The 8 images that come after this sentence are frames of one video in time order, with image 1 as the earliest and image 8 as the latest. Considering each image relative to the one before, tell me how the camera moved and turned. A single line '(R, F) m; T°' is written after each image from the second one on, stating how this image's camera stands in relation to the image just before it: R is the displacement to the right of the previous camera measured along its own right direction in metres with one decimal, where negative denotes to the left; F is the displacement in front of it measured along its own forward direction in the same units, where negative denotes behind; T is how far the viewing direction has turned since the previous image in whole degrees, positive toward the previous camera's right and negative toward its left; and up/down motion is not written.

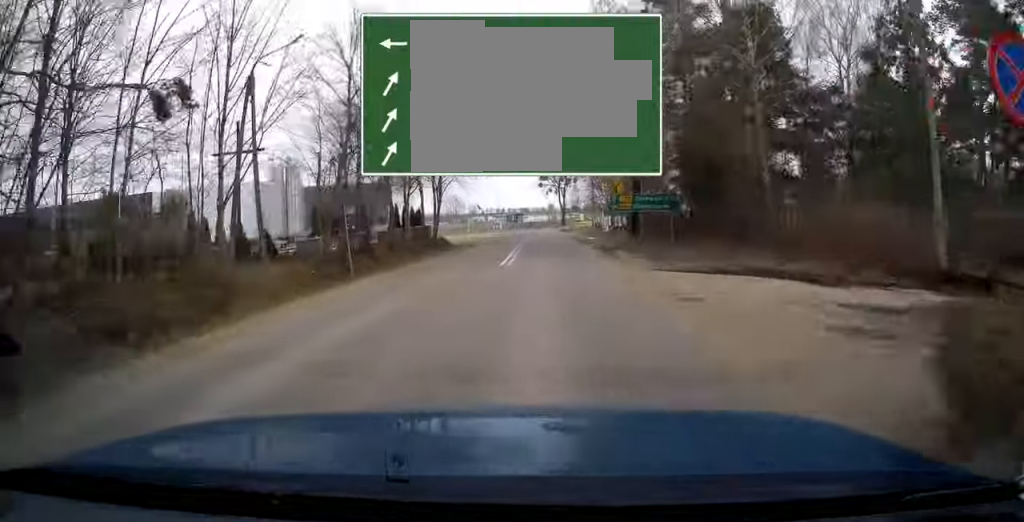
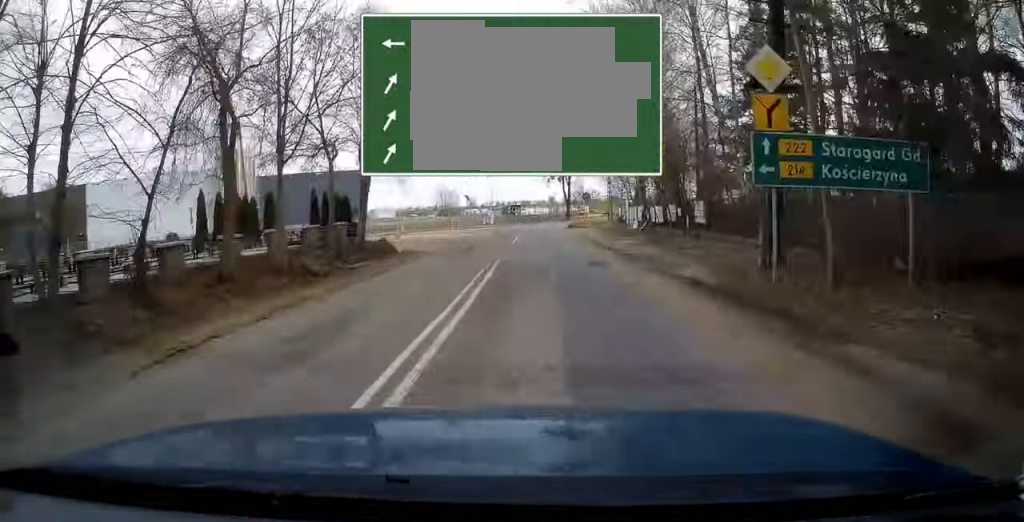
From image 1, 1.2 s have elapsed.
(+0.1, +15.7) m; 0°
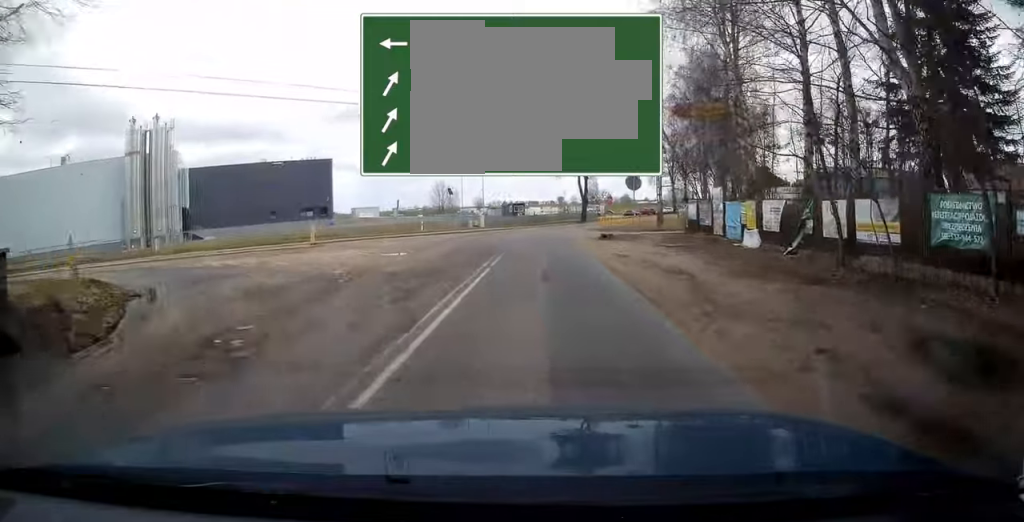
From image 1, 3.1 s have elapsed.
(0.0, +21.5) m; +1°
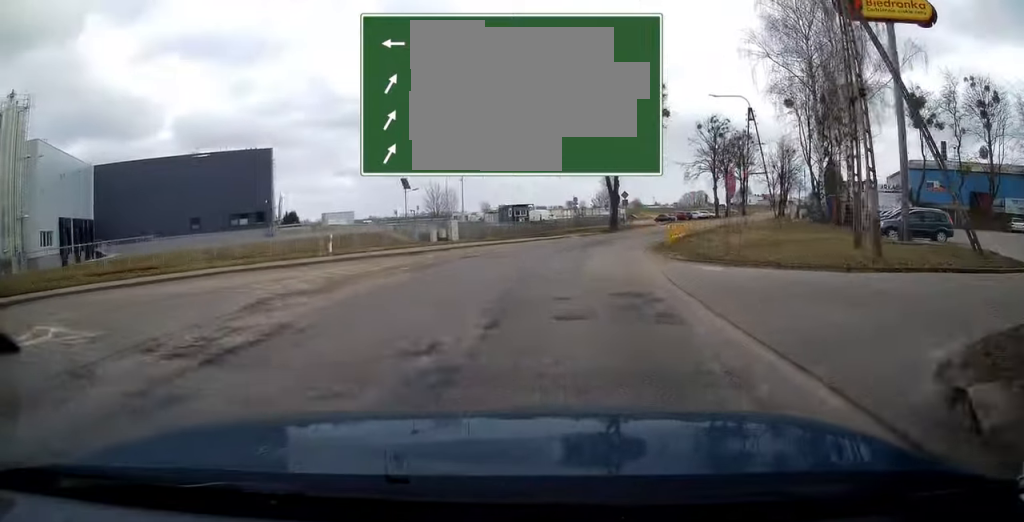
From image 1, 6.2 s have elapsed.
(+0.6, +25.7) m; -15°
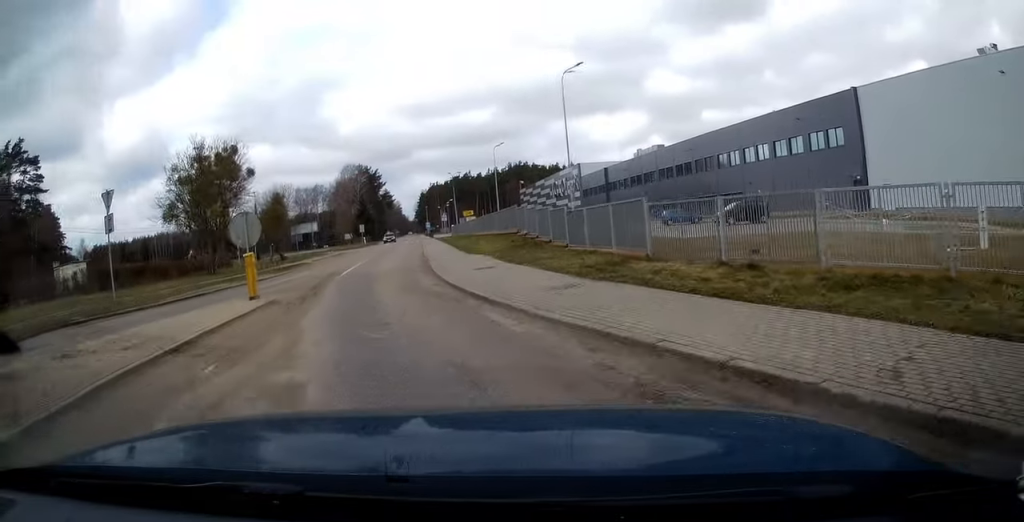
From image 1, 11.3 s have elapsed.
(-19.7, +10.4) m; -98°
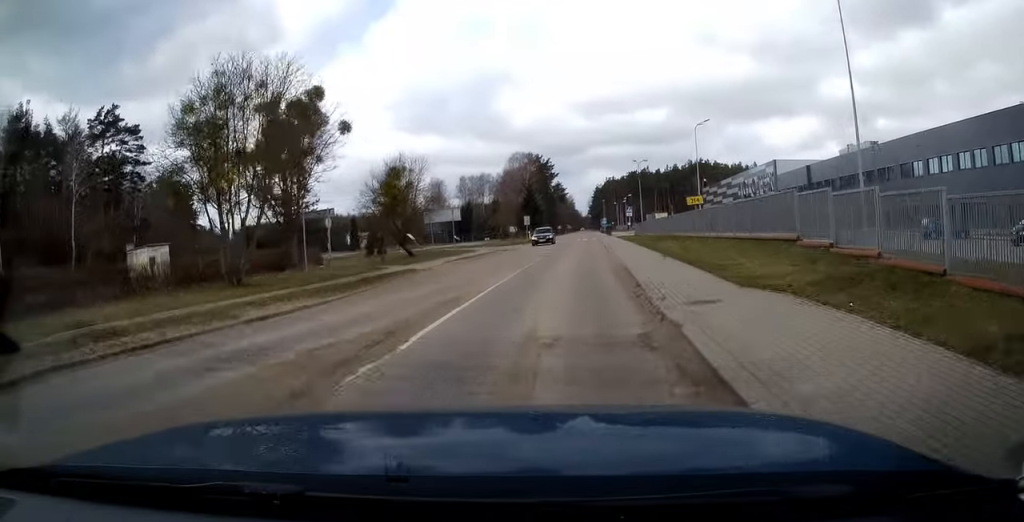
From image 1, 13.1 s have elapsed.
(-1.8, +15.0) m; -9°
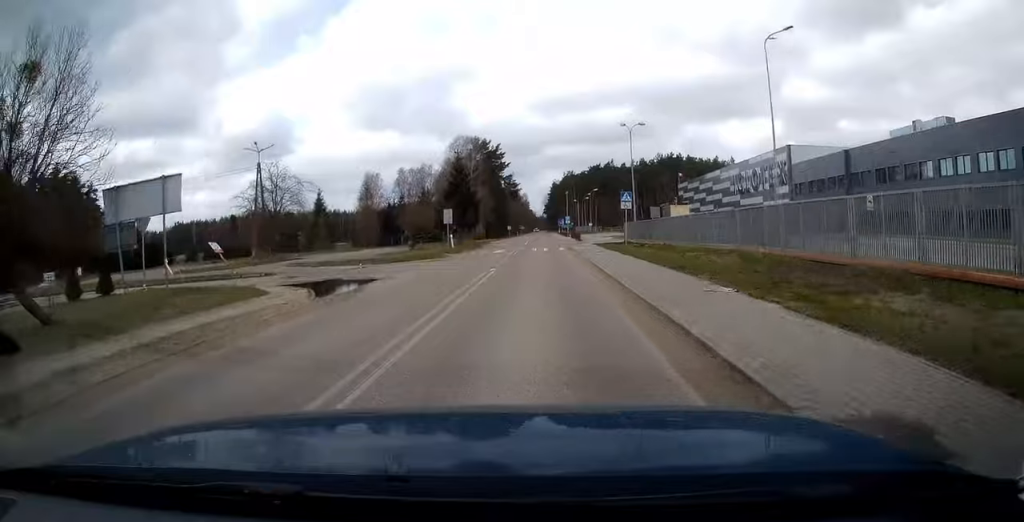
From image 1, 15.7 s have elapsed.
(-1.0, +26.9) m; -1°
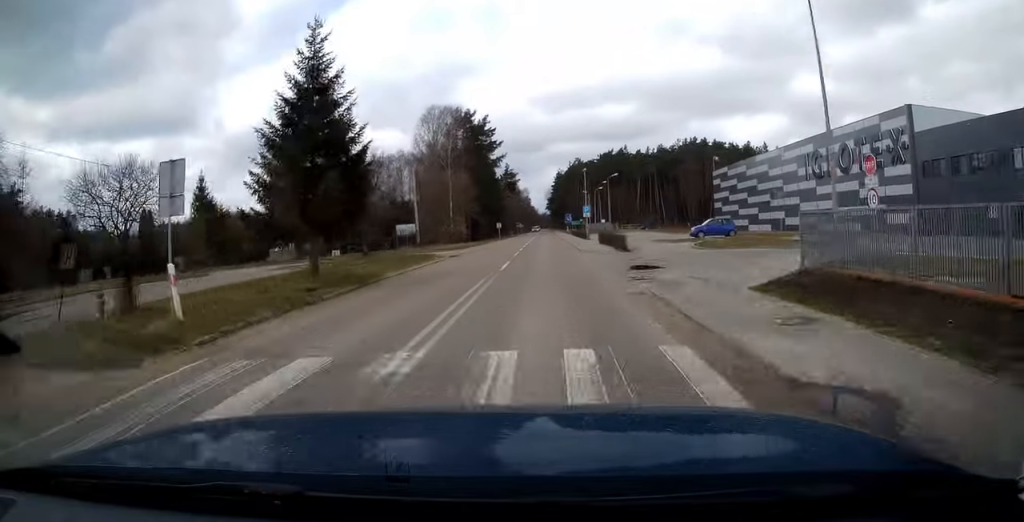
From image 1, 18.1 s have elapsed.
(+0.4, +31.8) m; +1°
